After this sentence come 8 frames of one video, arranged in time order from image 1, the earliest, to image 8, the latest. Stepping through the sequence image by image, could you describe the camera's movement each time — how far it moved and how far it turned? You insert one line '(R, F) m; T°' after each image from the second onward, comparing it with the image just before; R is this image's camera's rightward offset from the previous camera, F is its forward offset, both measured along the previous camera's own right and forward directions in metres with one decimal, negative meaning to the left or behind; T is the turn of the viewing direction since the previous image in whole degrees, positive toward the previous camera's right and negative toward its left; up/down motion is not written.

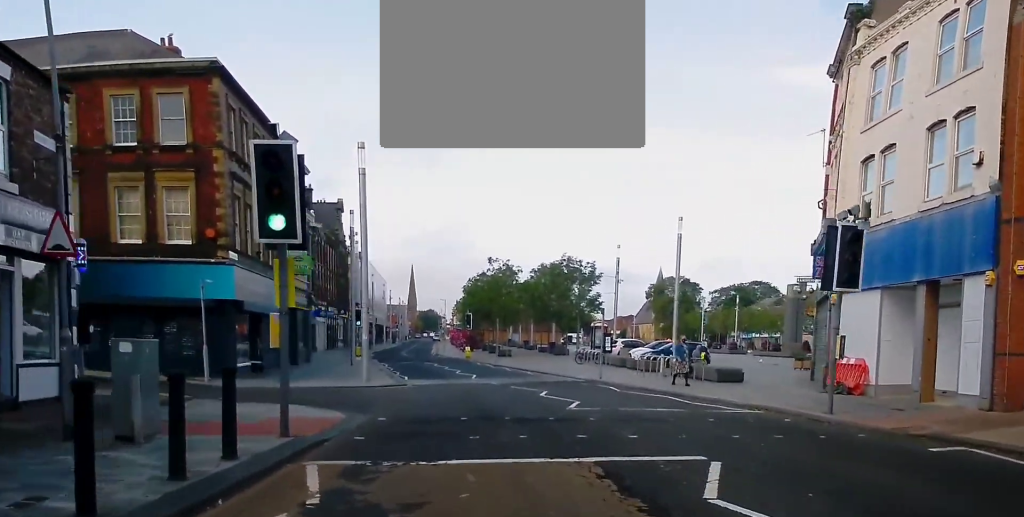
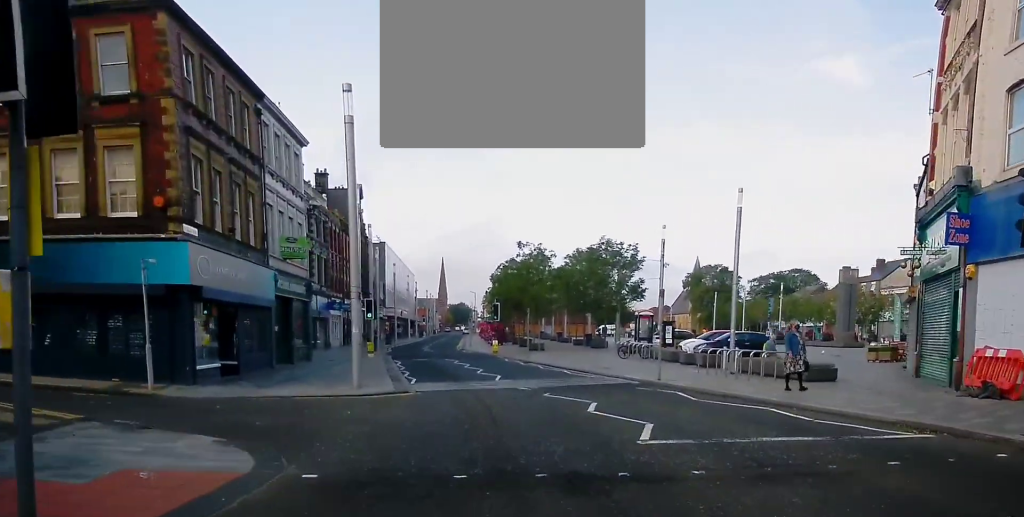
(+0.3, +6.1) m; -1°
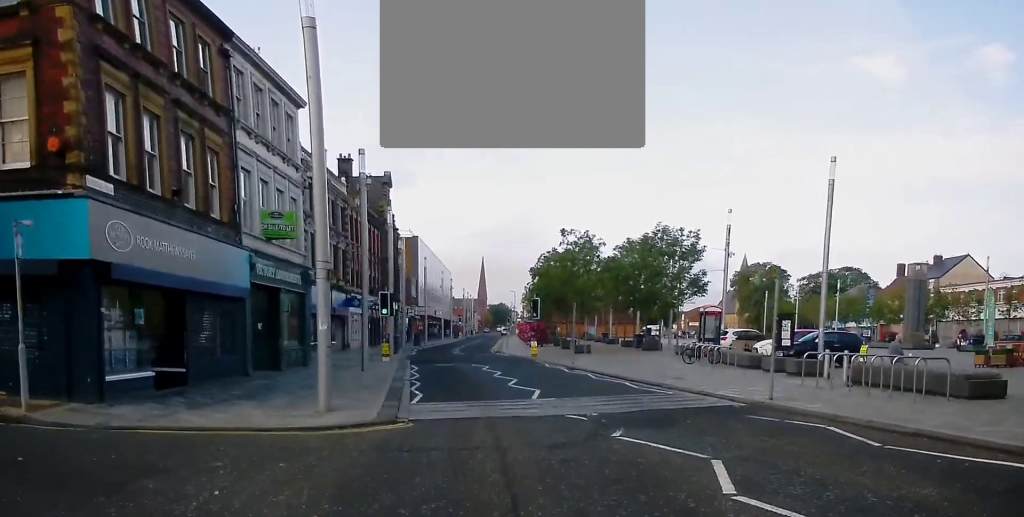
(-0.2, +7.0) m; -5°
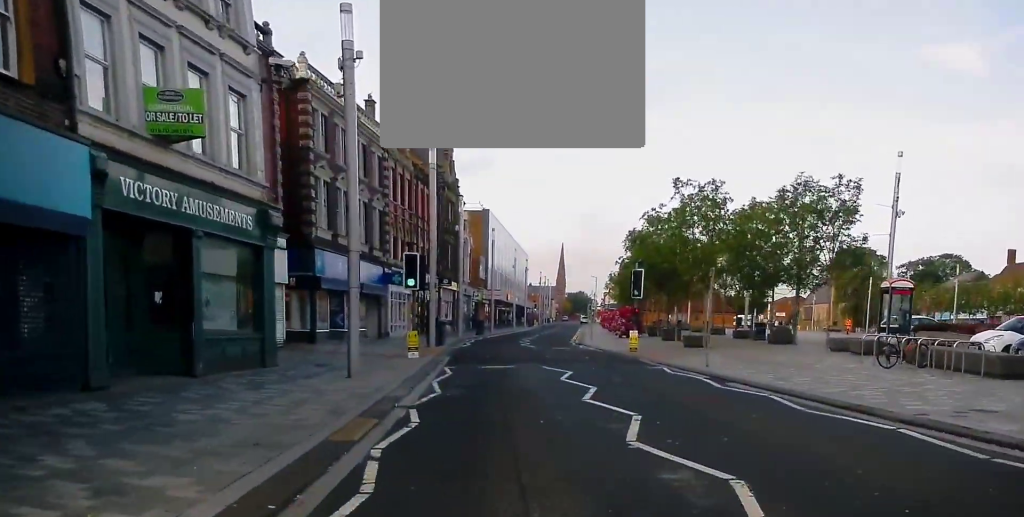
(-0.9, +12.8) m; -4°
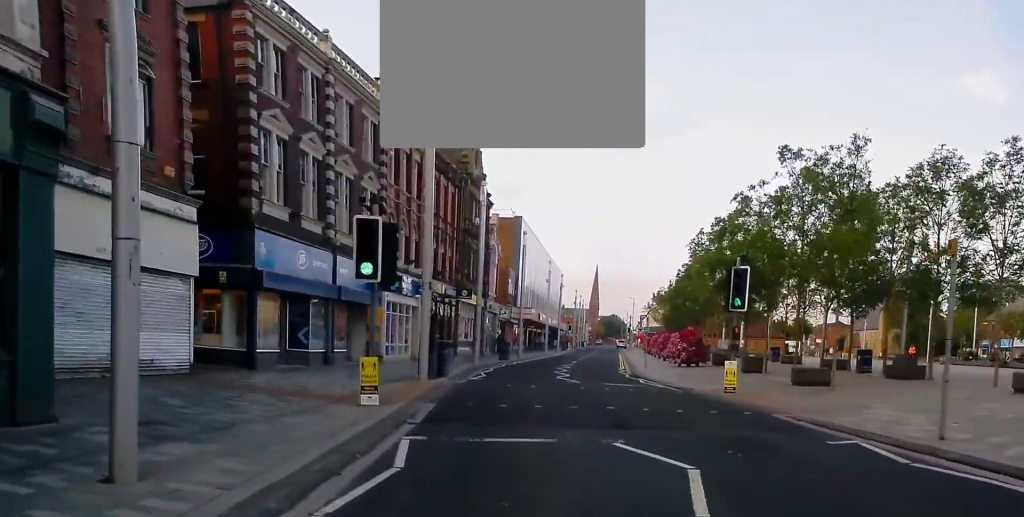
(-0.2, +11.0) m; -3°
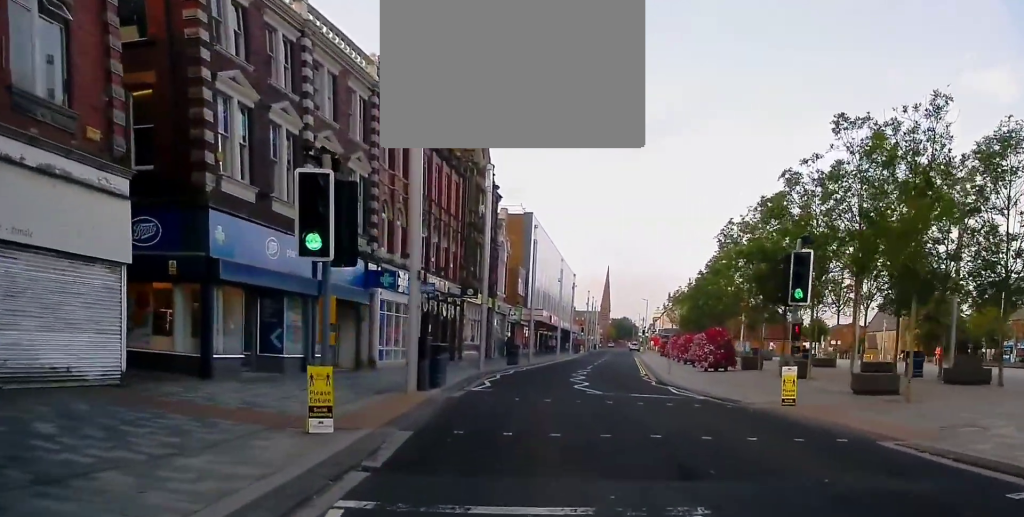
(0.0, +3.9) m; -1°
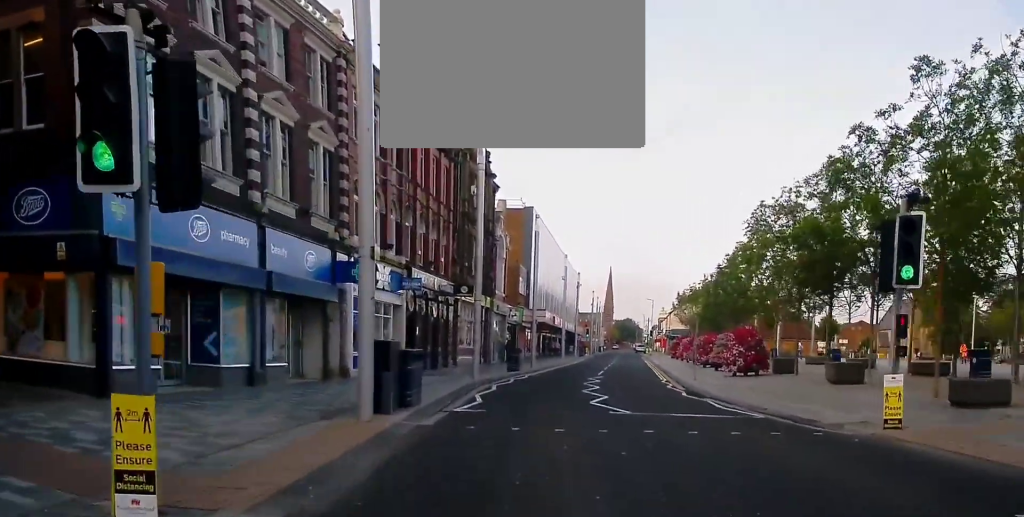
(0.0, +4.9) m; 0°
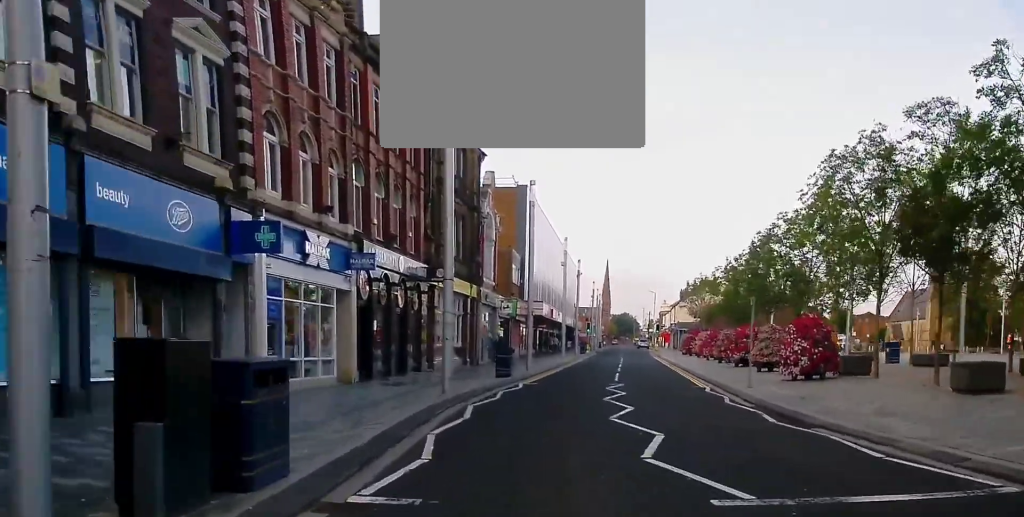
(0.0, +8.1) m; 0°
